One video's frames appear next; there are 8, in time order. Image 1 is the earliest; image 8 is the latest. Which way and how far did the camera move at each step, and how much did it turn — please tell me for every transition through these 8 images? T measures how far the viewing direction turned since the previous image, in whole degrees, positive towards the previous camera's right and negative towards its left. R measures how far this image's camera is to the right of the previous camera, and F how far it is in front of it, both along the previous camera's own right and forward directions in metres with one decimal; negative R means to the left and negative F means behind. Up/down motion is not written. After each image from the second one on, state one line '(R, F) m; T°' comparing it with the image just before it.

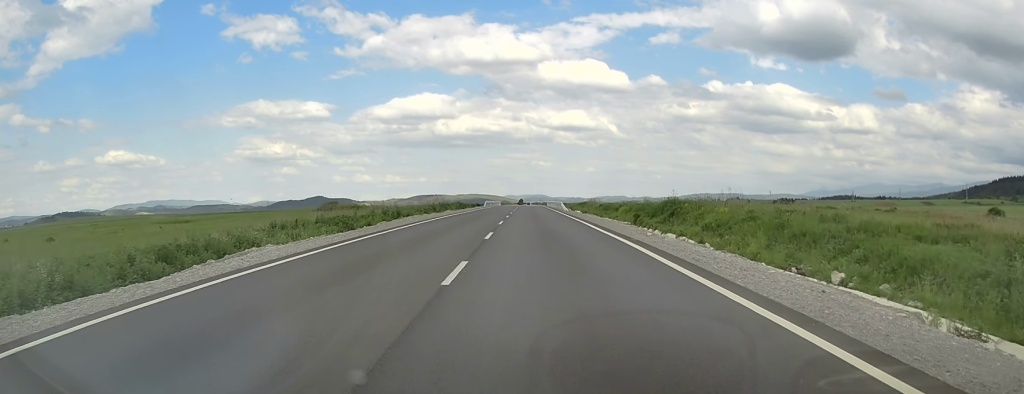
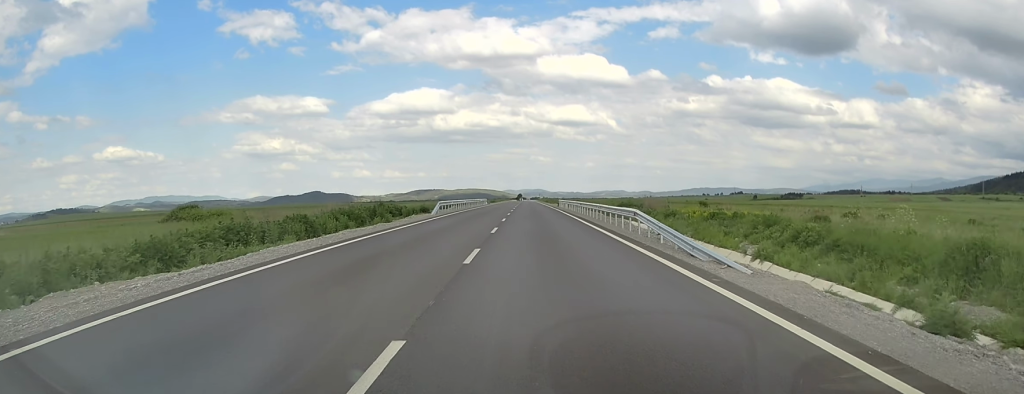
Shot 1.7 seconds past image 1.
(+0.5, +52.0) m; +1°
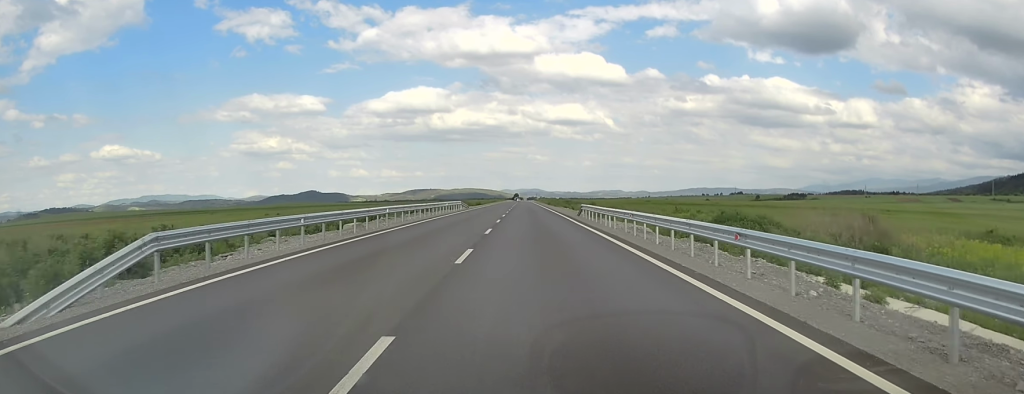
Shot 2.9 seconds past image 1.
(0.0, +36.2) m; 0°
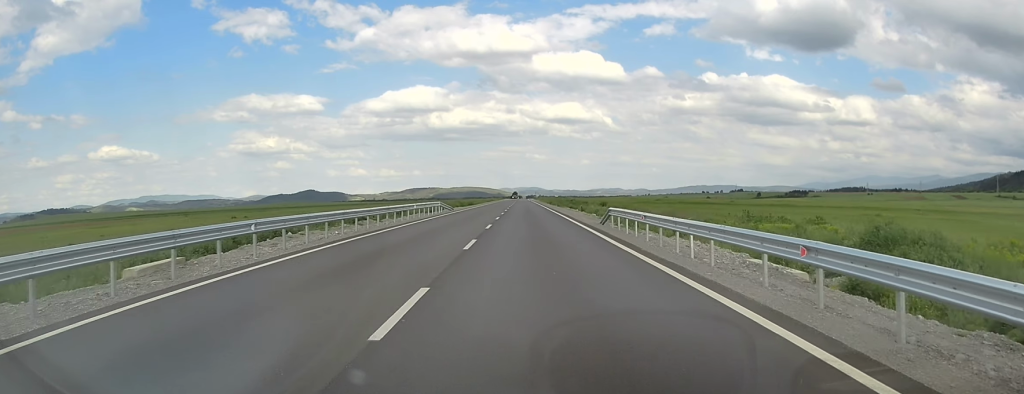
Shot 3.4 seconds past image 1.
(0.0, +15.1) m; 0°
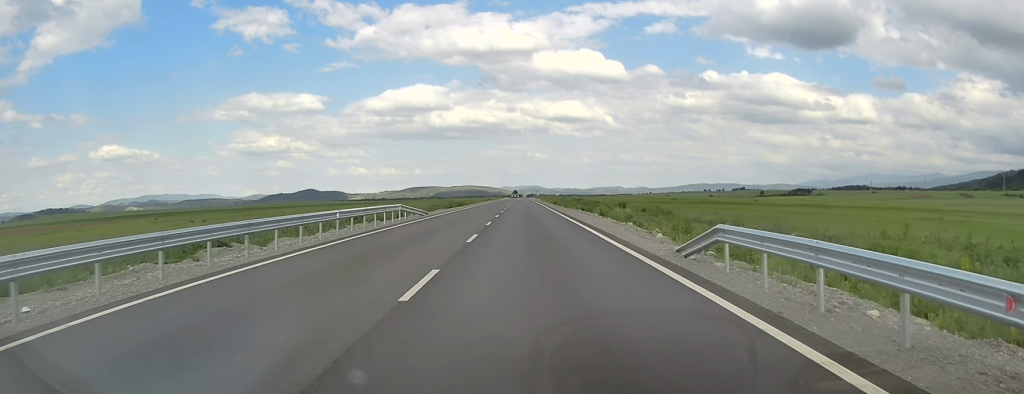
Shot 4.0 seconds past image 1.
(0.0, +16.2) m; 0°
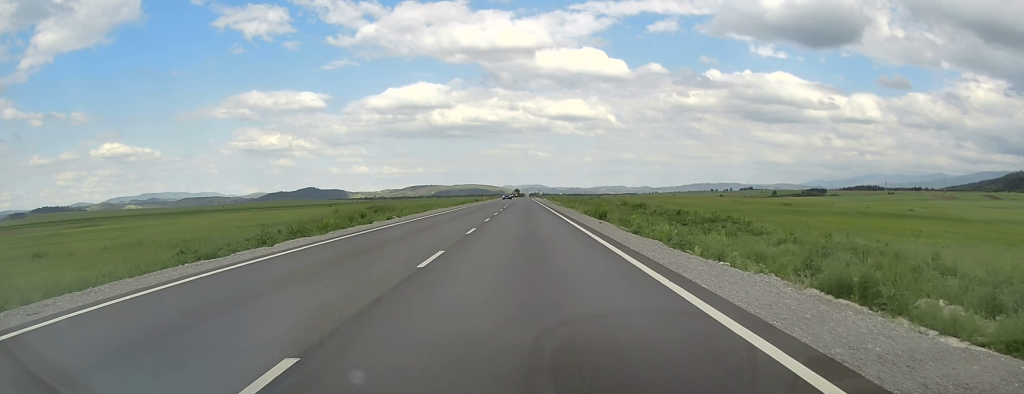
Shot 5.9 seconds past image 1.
(0.0, +60.1) m; 0°
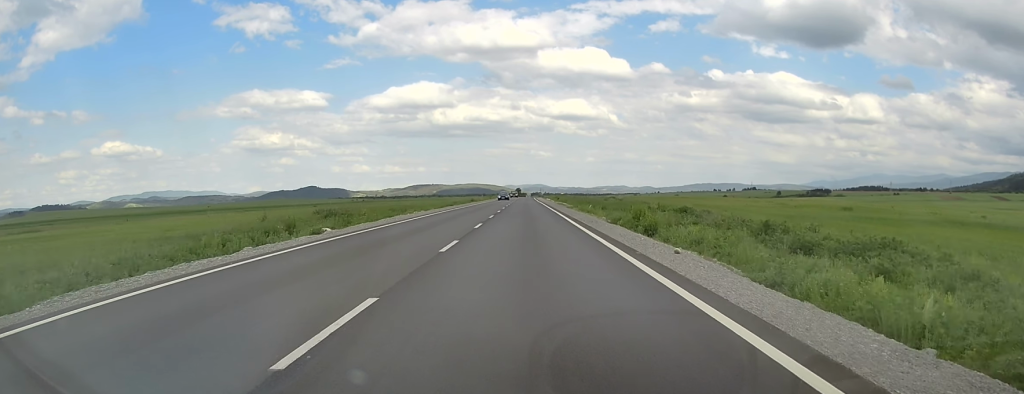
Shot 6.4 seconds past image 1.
(0.0, +15.4) m; 0°
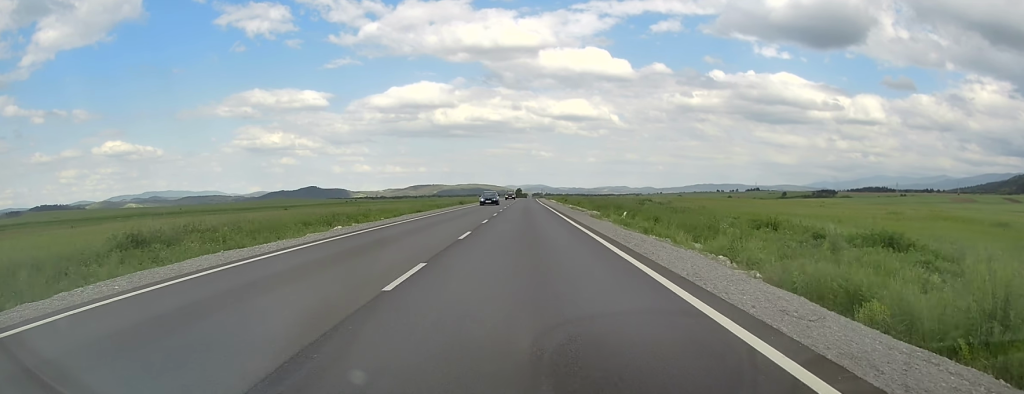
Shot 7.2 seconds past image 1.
(-0.1, +23.7) m; 0°
